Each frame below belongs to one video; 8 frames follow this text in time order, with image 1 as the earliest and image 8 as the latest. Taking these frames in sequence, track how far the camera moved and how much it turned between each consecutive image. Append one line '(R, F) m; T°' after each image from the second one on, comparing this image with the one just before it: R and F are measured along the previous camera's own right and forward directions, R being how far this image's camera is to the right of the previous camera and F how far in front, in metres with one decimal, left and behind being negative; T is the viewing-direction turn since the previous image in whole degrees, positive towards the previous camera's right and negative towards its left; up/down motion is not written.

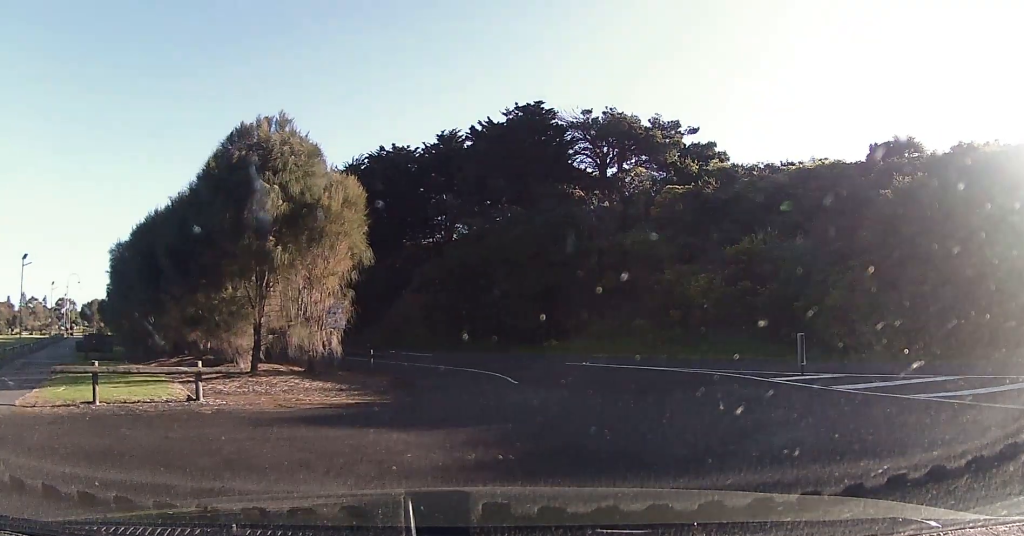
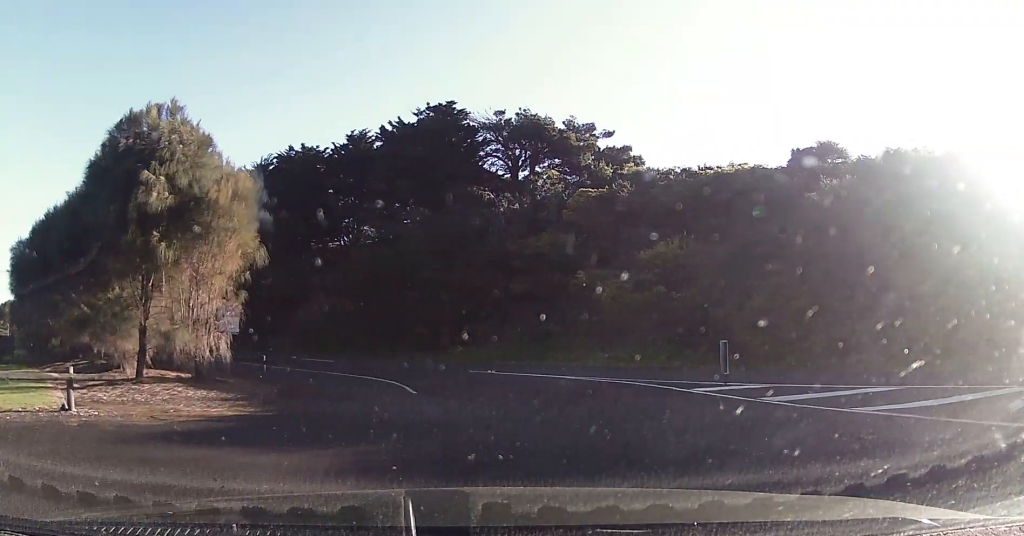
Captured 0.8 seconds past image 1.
(+0.1, +2.7) m; +3°
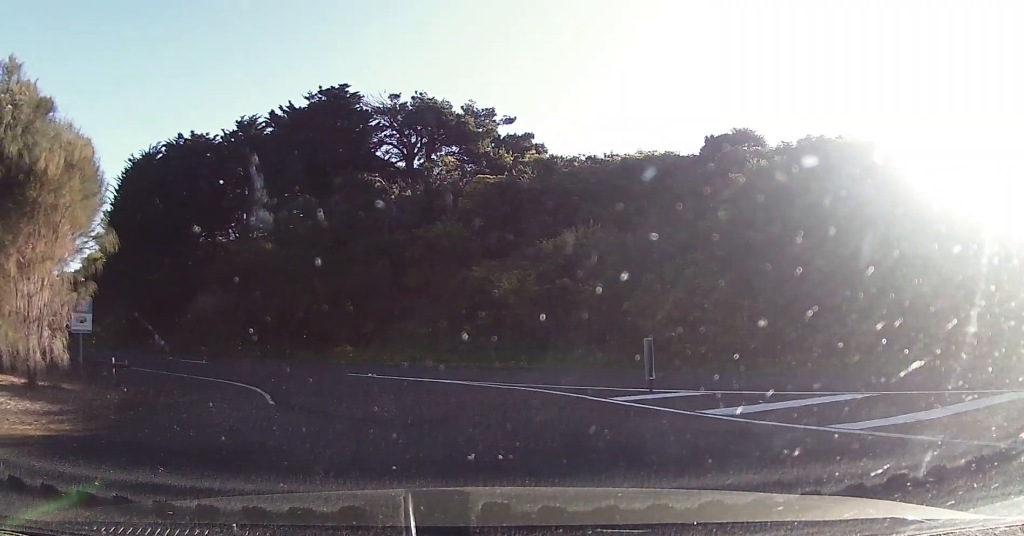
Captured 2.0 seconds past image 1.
(0.0, +4.5) m; -1°
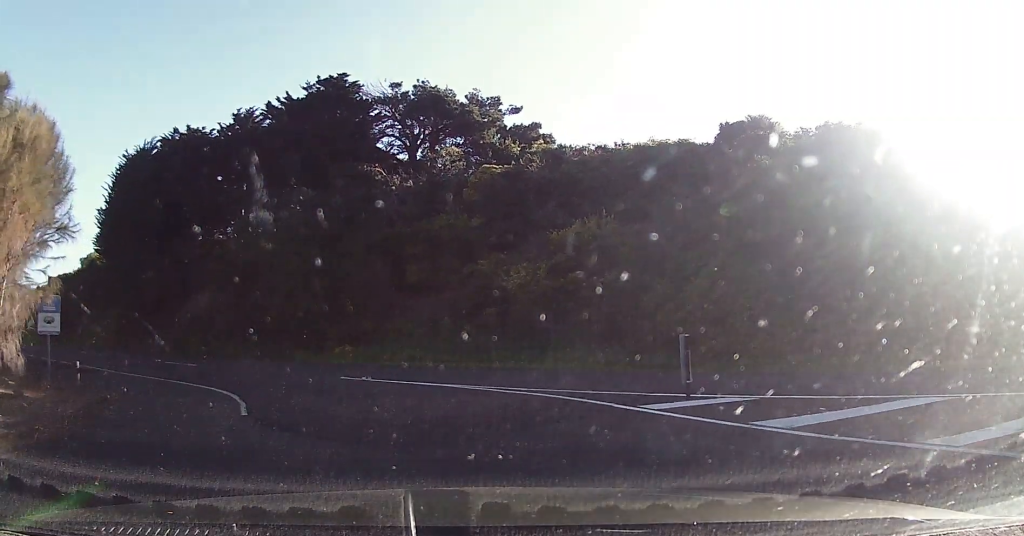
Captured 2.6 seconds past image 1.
(+0.1, +2.5) m; -6°
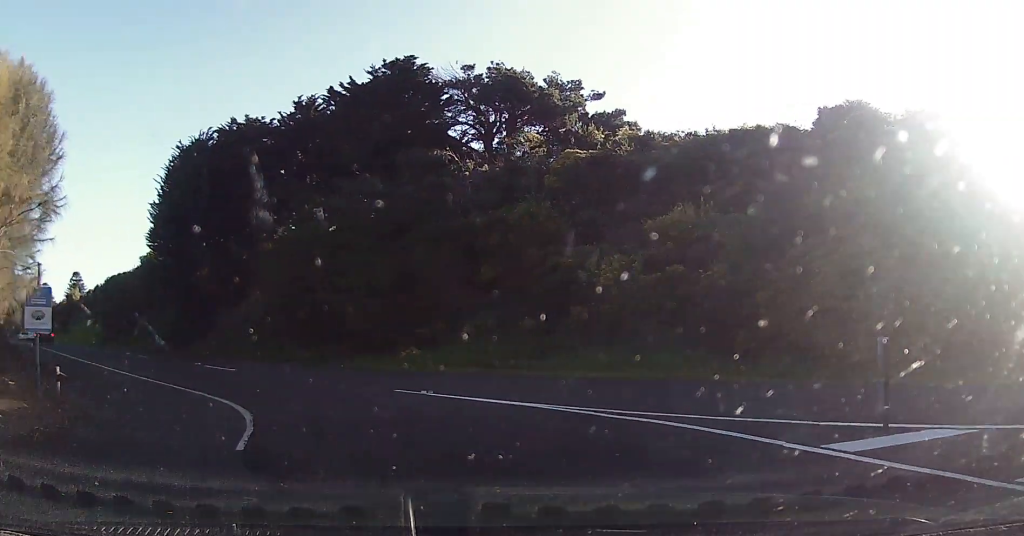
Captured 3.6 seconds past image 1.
(-0.5, +3.3) m; -7°
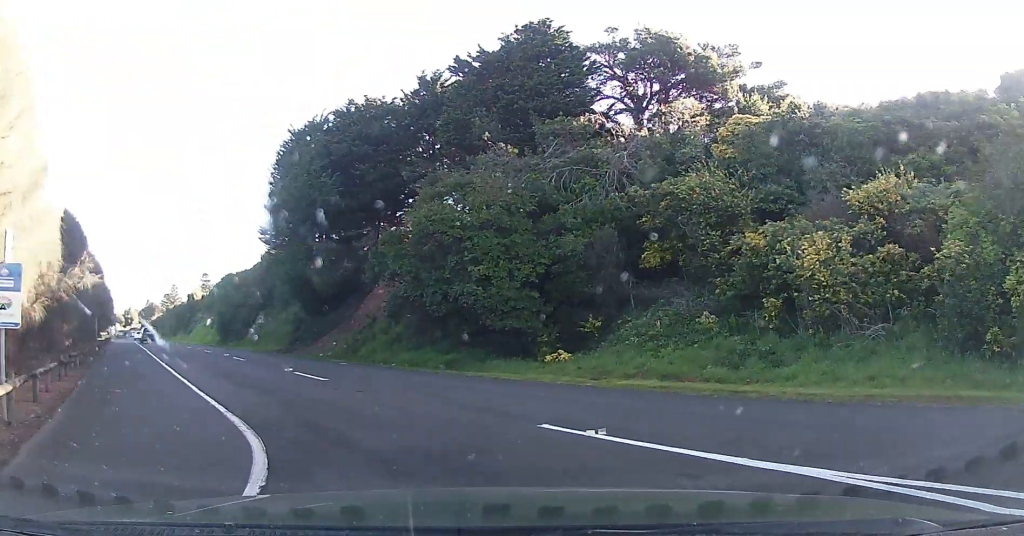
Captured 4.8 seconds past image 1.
(+0.1, +4.9) m; +2°
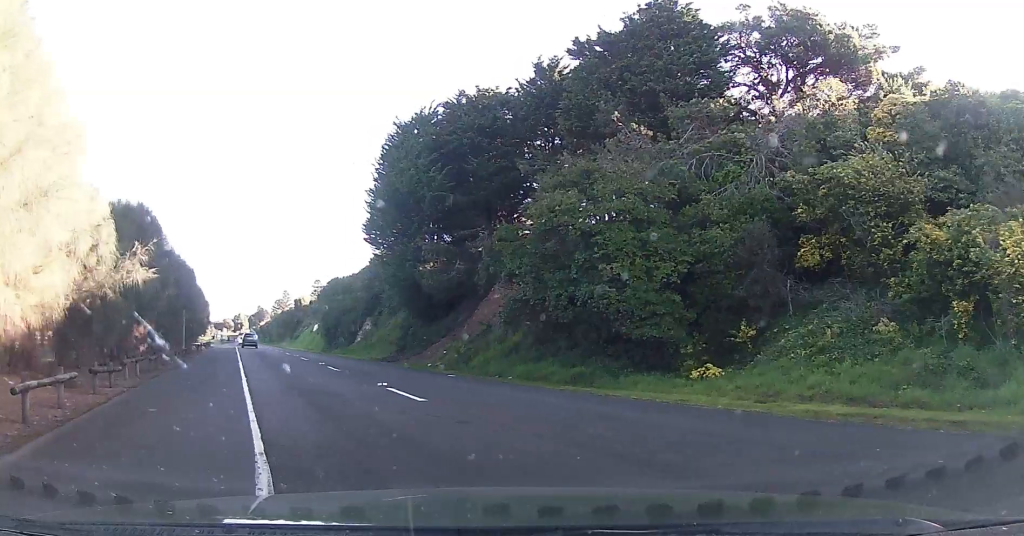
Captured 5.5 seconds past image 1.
(0.0, +3.5) m; -12°
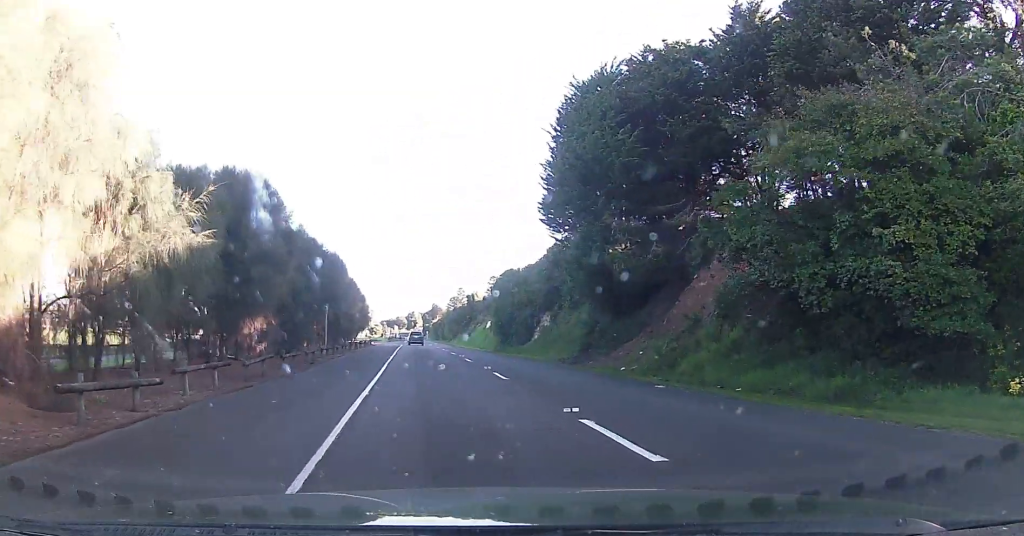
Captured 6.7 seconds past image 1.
(-1.4, +5.8) m; -29°
